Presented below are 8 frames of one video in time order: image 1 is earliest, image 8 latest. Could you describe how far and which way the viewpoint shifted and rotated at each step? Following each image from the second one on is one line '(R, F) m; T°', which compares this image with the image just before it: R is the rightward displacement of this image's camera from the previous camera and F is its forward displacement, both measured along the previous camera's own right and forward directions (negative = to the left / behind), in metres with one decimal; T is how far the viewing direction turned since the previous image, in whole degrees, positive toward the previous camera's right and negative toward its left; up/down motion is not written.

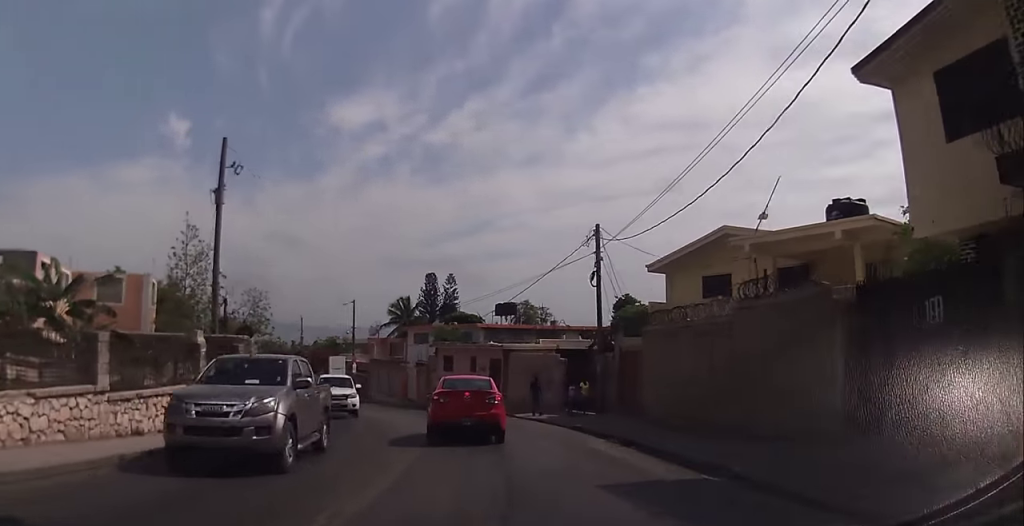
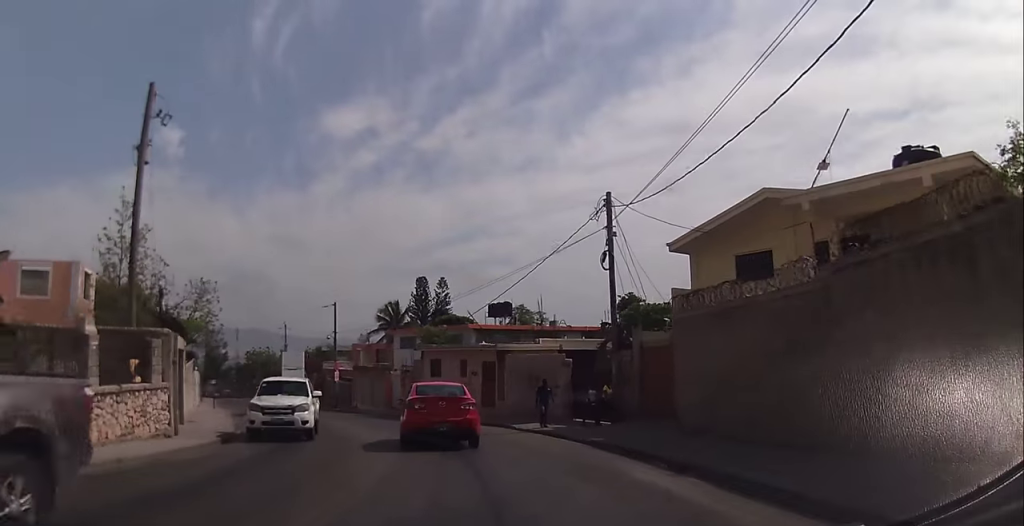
(0.0, +4.9) m; +2°
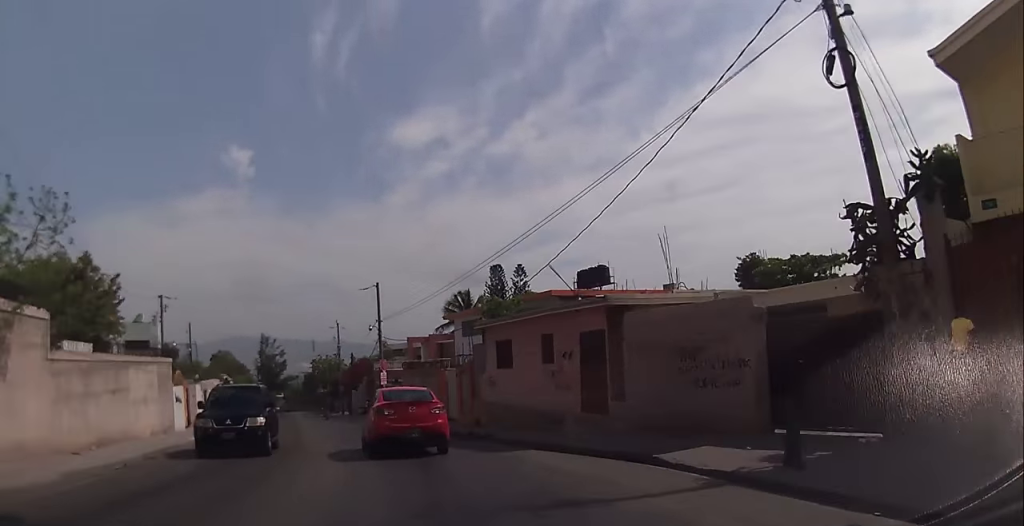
(+0.6, +13.1) m; -4°
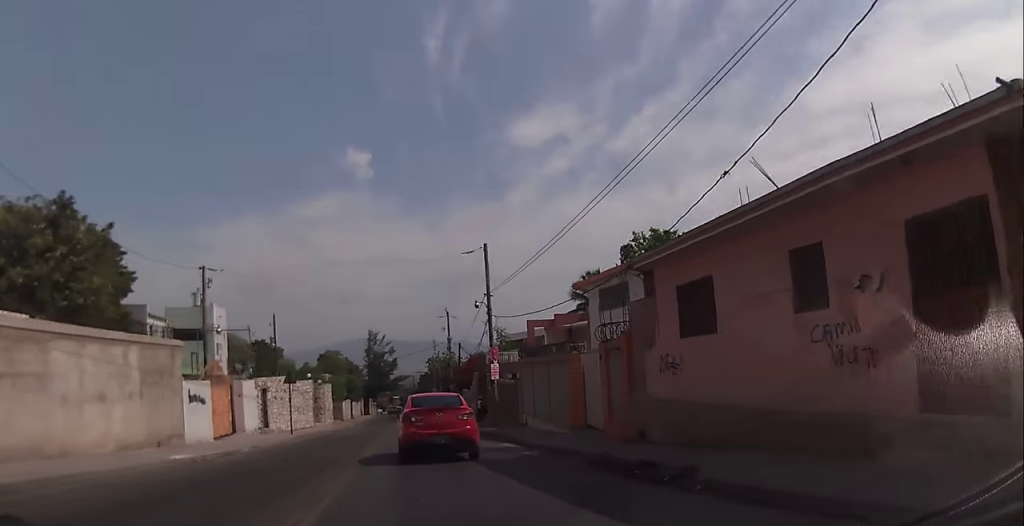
(-1.4, +10.2) m; -10°
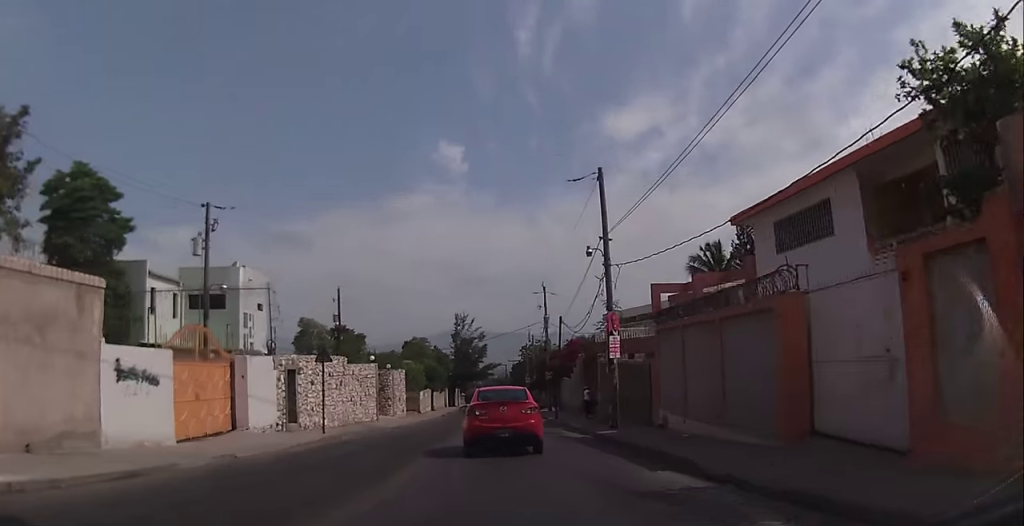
(-0.6, +9.9) m; -5°
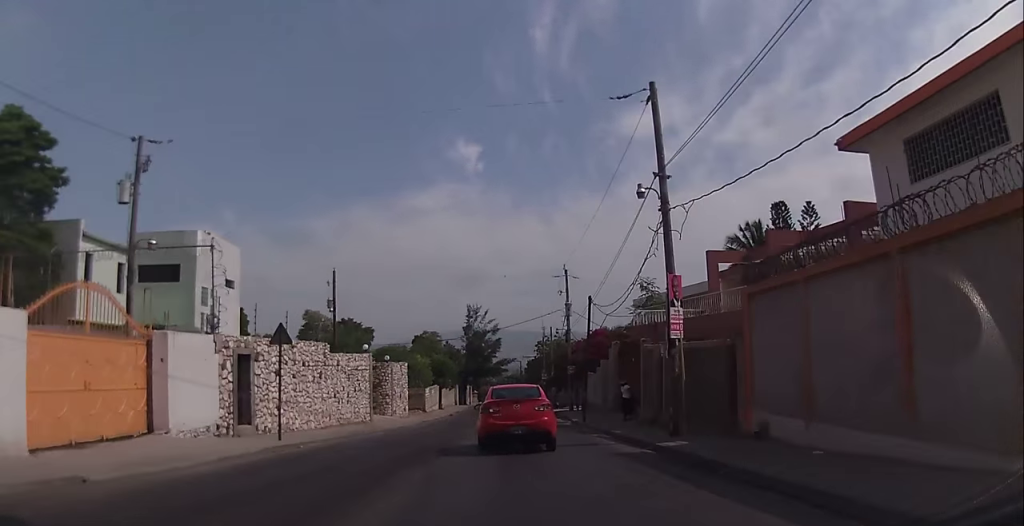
(0.0, +6.3) m; -2°
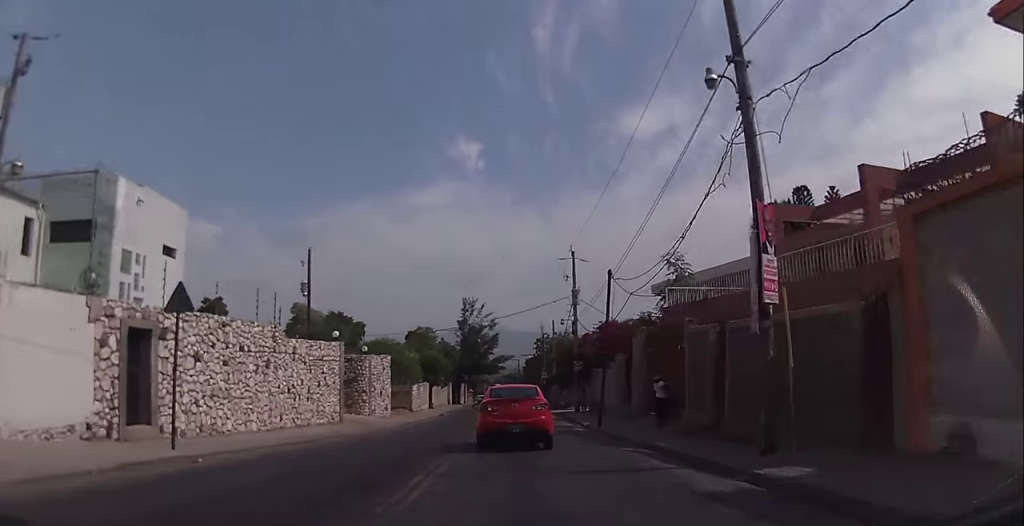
(-0.2, +6.1) m; -2°
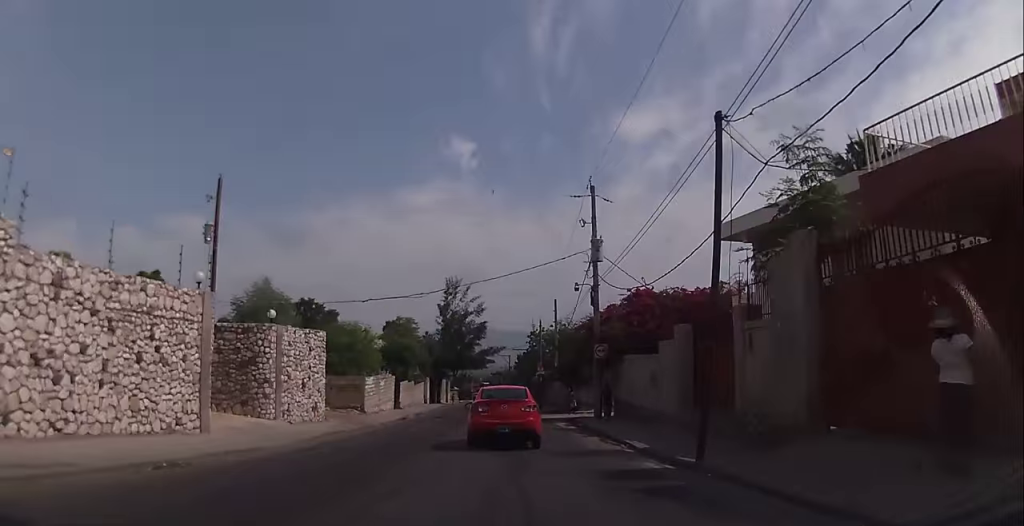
(-0.2, +13.4) m; -1°
